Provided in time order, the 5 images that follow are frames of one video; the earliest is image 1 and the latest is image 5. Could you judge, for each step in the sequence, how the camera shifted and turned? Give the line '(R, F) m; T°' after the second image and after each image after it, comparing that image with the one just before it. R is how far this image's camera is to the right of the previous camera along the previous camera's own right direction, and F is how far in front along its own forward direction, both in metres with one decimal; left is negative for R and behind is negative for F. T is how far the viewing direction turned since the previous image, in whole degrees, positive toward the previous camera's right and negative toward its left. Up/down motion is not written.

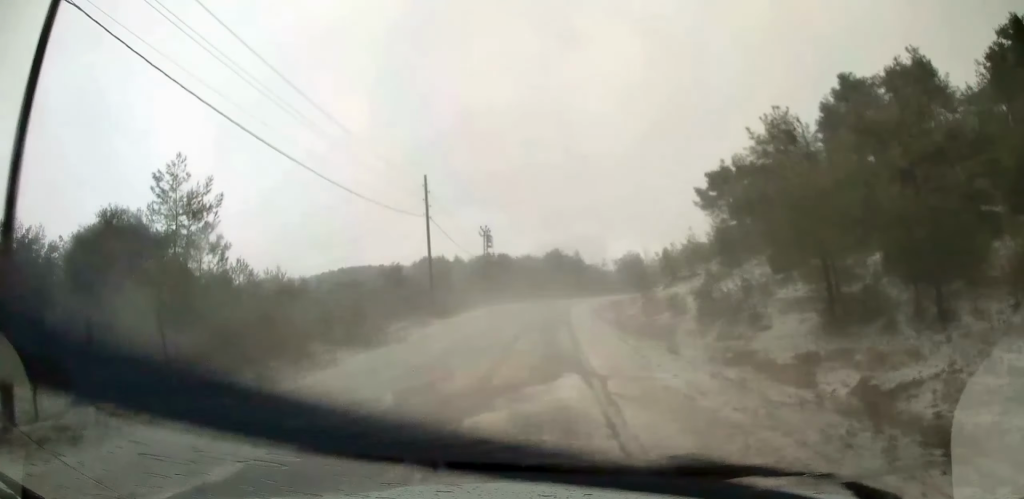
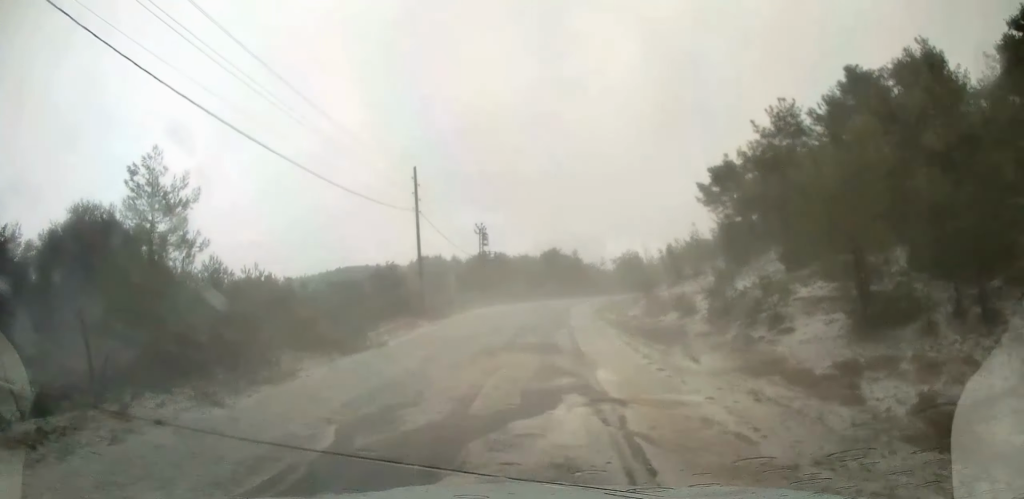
(0.0, +2.6) m; 0°
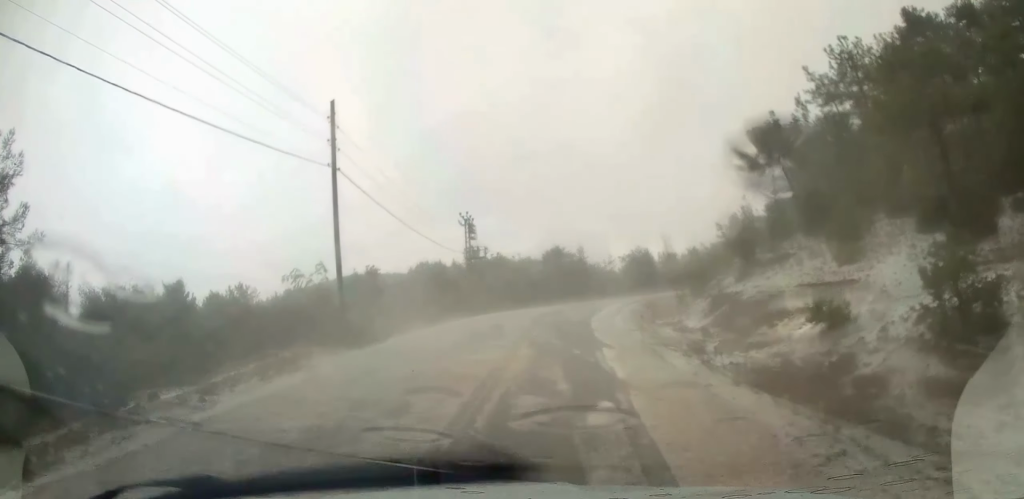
(0.0, +15.8) m; +4°
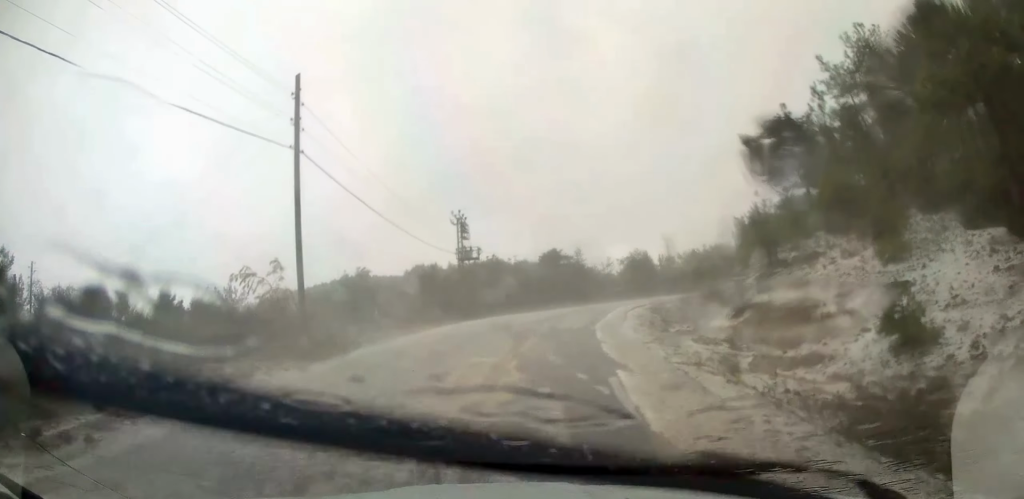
(+0.1, +3.7) m; +1°
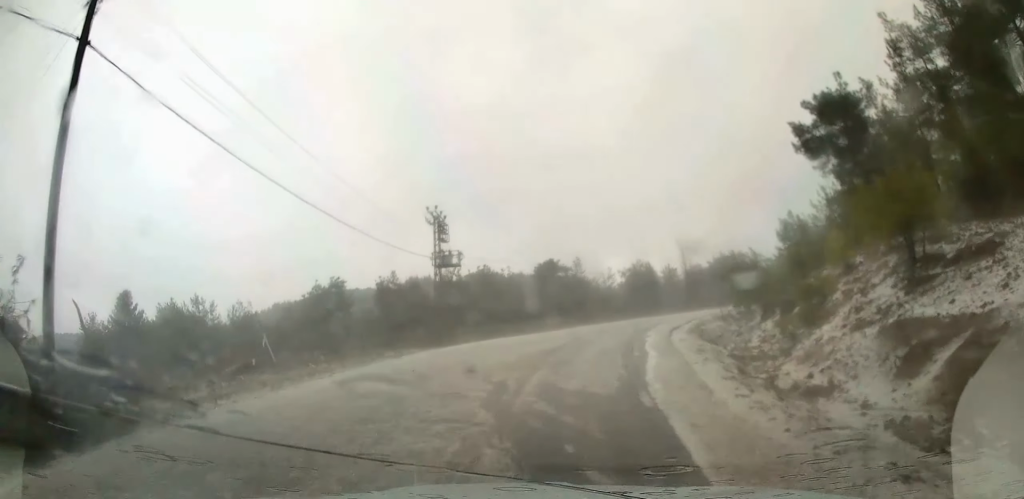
(-0.1, +12.0) m; -4°
